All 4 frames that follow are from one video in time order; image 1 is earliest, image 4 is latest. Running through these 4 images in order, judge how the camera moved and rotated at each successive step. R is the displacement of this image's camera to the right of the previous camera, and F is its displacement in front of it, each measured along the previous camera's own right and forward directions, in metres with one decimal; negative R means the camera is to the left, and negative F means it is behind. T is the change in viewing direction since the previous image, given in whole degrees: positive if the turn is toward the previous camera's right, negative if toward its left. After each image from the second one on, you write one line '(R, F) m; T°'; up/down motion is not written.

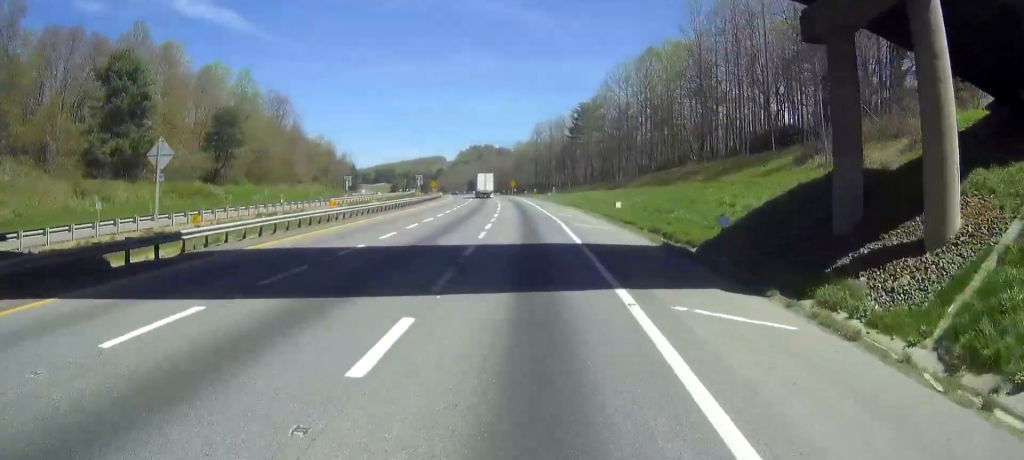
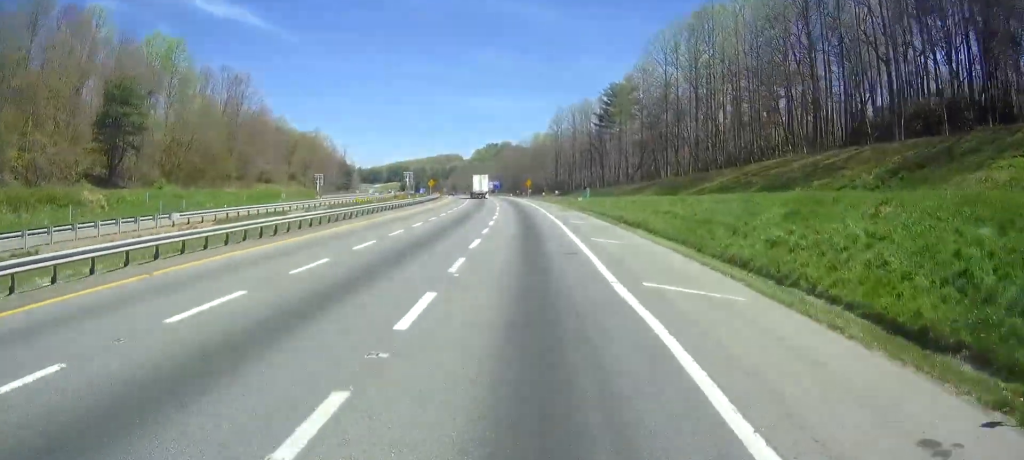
(-0.5, +35.6) m; -2°
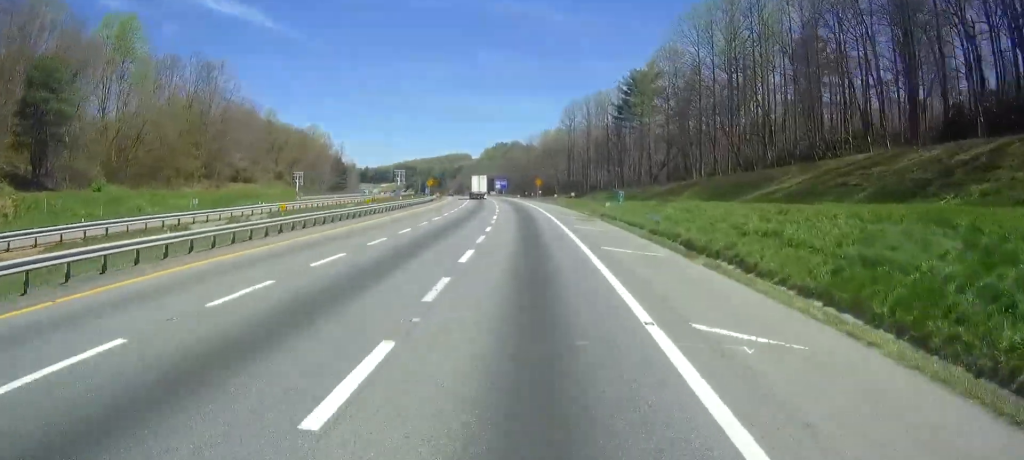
(-0.2, +17.3) m; -2°
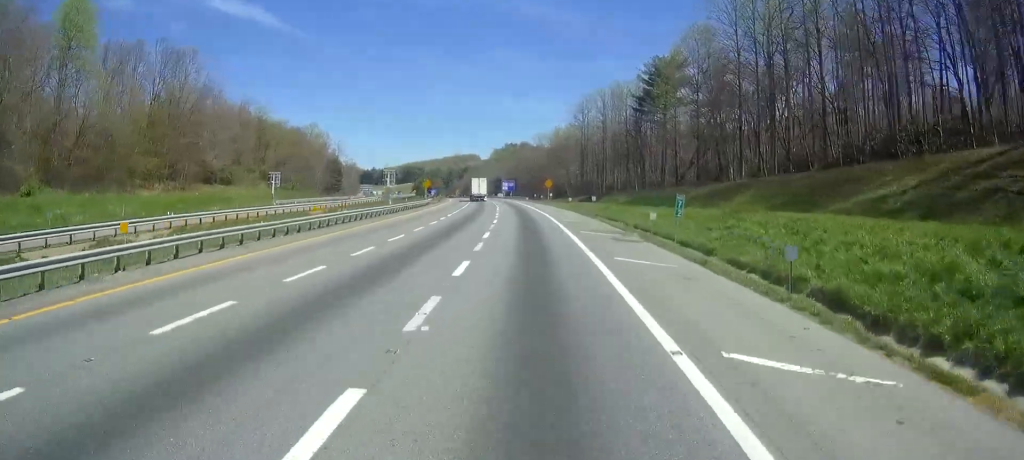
(-0.2, +15.2) m; -2°
